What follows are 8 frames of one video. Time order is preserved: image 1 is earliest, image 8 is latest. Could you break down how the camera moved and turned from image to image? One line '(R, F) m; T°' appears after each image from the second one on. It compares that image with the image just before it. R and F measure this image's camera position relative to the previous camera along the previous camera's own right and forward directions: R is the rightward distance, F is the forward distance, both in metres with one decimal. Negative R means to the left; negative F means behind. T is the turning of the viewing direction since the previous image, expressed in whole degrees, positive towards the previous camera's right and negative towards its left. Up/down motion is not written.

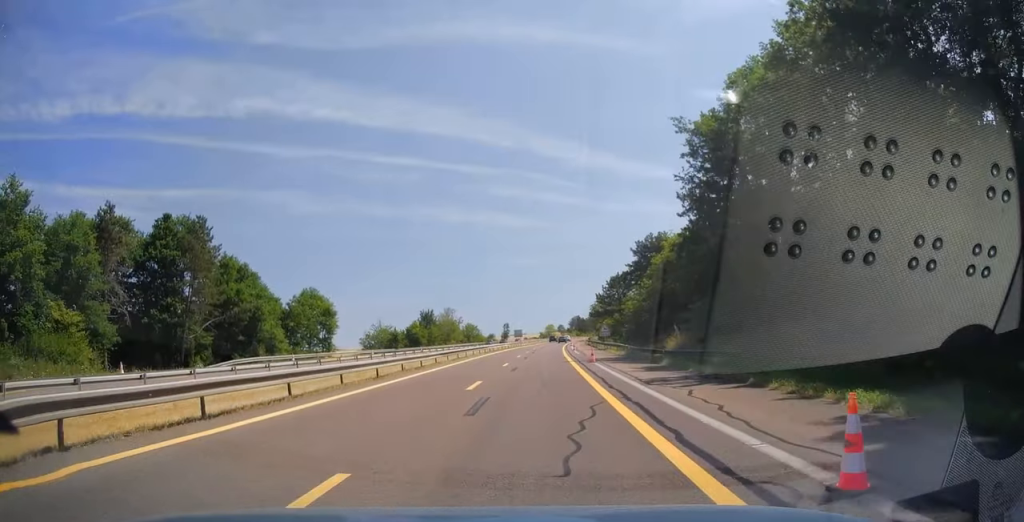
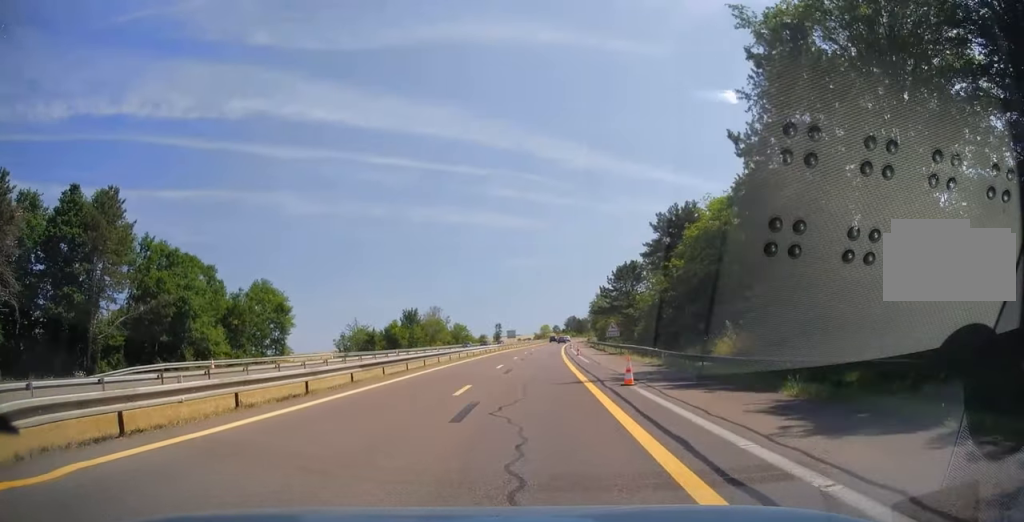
(+0.2, +14.4) m; 0°
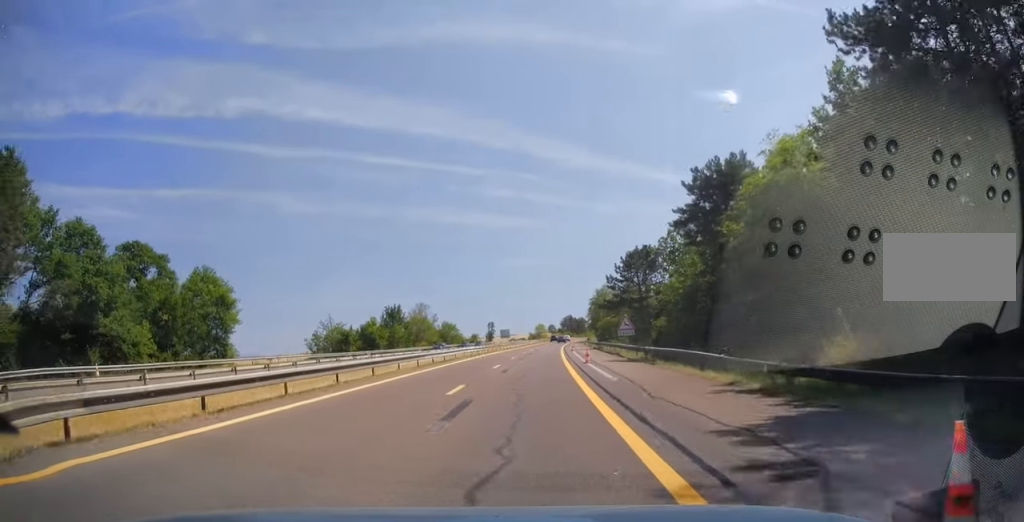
(-0.2, +13.1) m; 0°
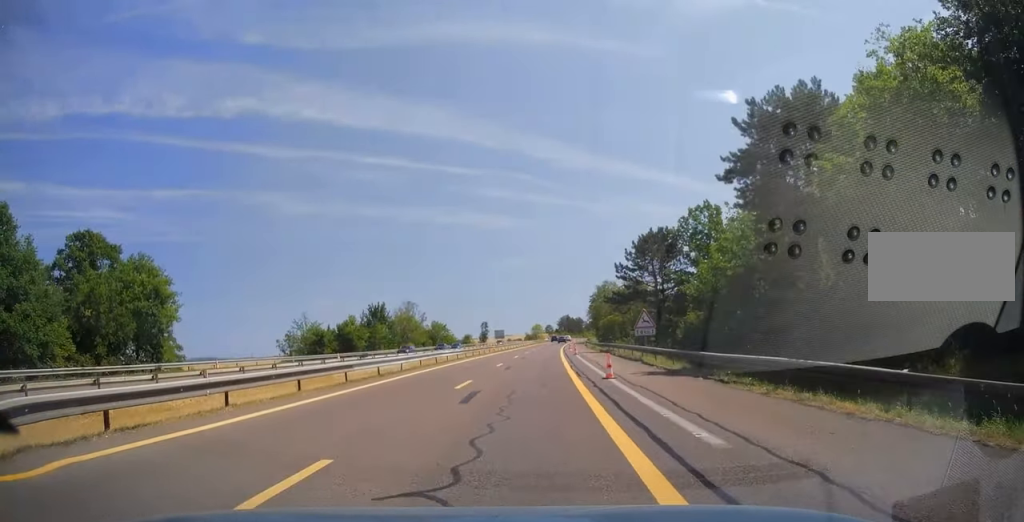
(-0.2, +10.9) m; 0°
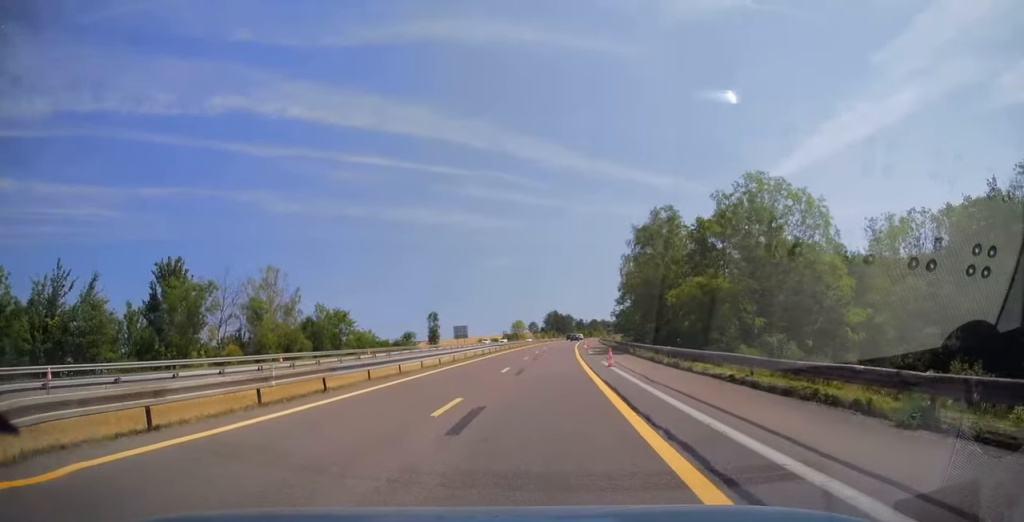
(+1.7, +71.1) m; +3°
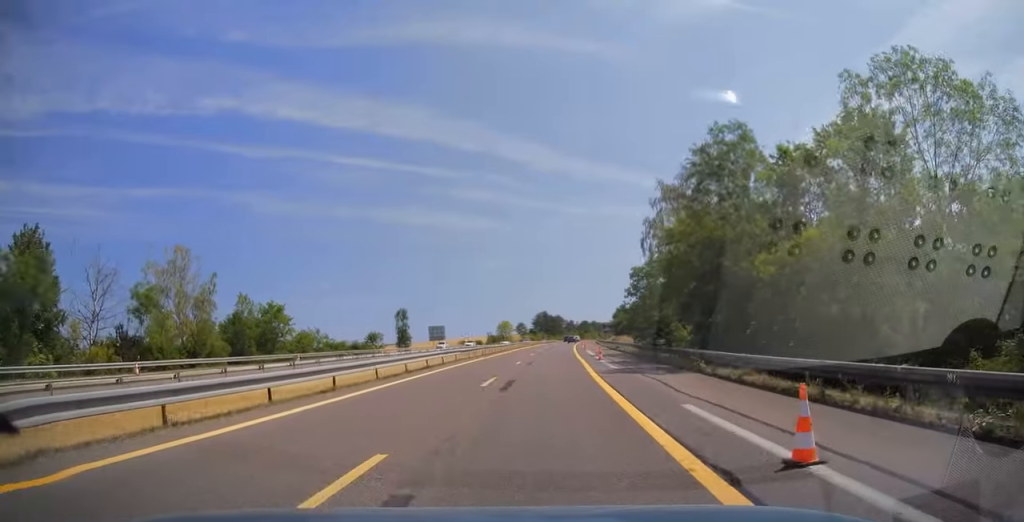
(+0.2, +19.6) m; 0°
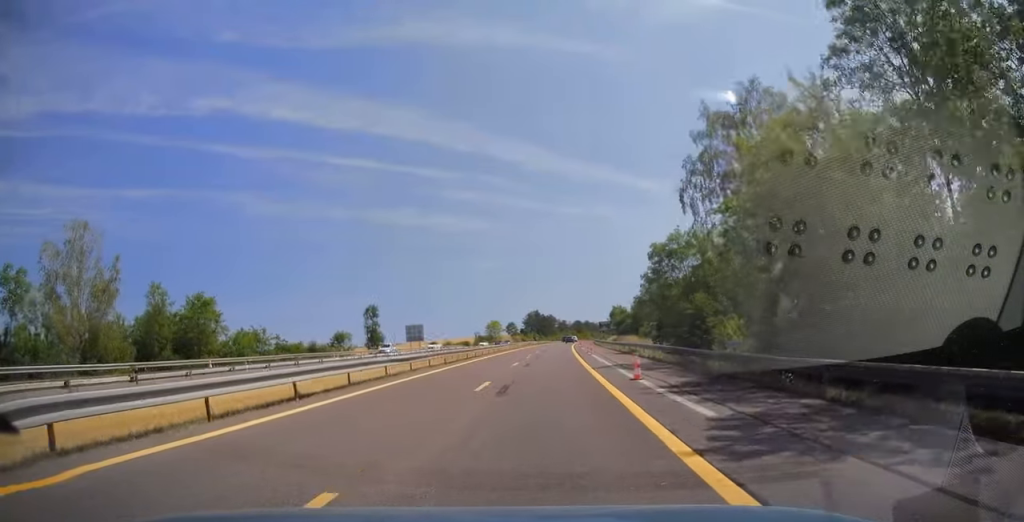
(0.0, +14.8) m; 0°
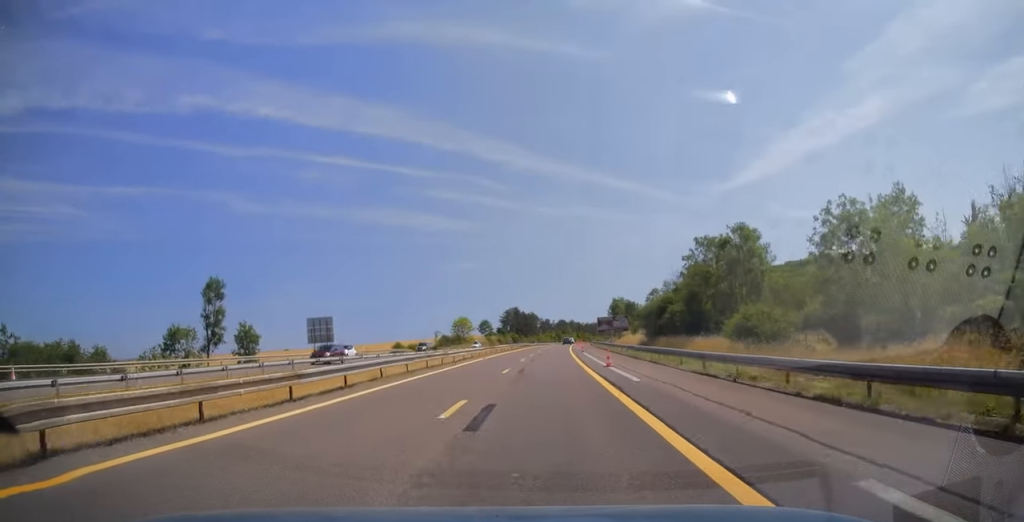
(+0.6, +43.7) m; +2°
